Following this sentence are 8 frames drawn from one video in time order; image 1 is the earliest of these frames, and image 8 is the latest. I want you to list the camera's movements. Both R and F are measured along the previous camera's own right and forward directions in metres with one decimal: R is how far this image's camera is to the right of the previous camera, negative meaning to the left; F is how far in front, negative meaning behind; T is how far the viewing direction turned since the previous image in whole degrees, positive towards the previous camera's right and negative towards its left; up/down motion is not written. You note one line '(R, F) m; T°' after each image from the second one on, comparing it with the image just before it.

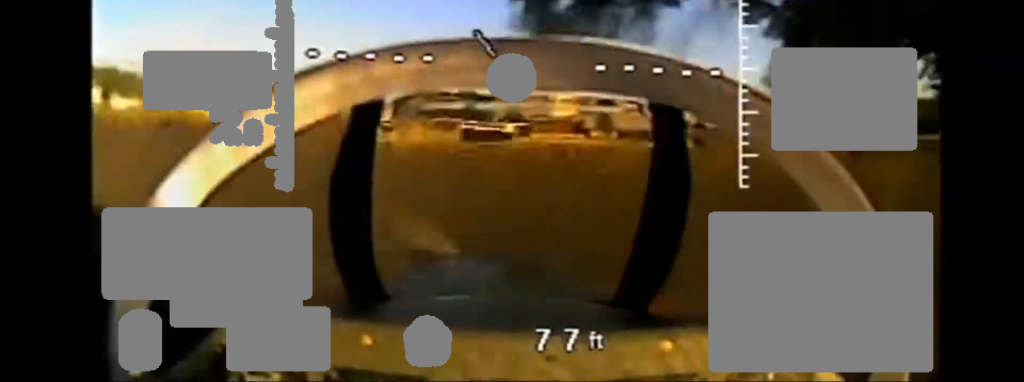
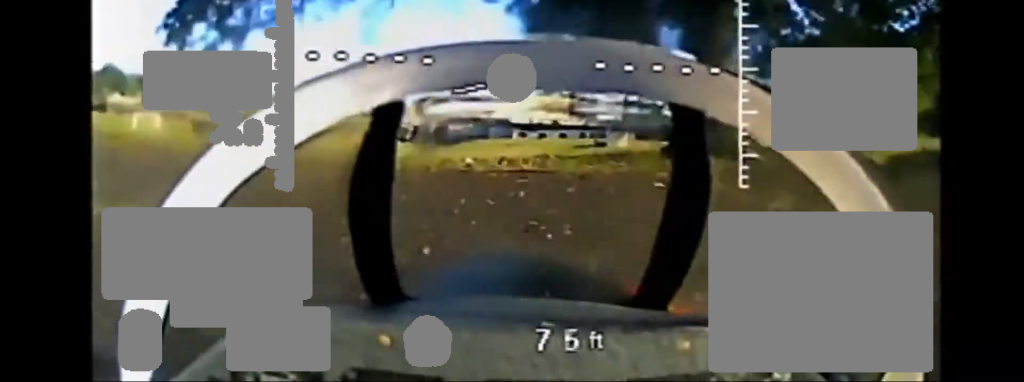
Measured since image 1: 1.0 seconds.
(0.0, +4.1) m; -10°
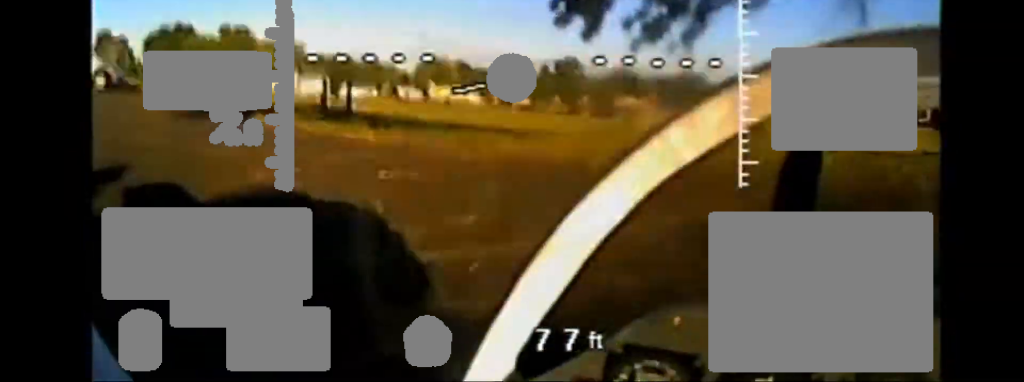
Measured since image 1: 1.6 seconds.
(-0.2, +1.7) m; -17°
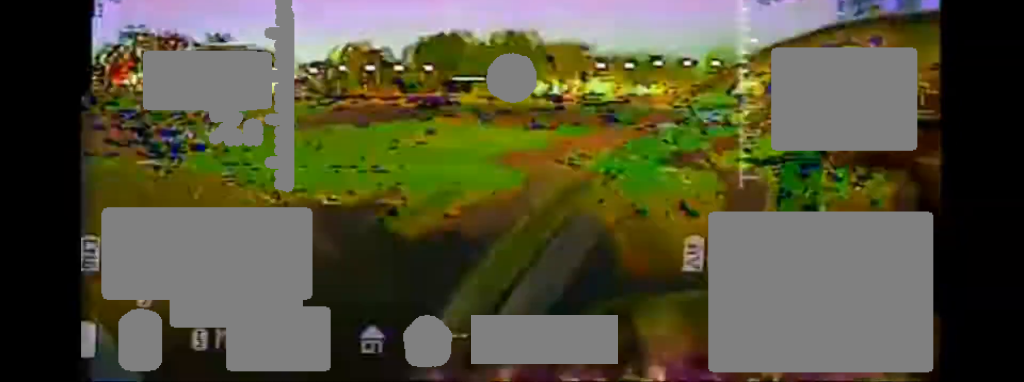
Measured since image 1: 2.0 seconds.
(-0.2, +1.0) m; -15°
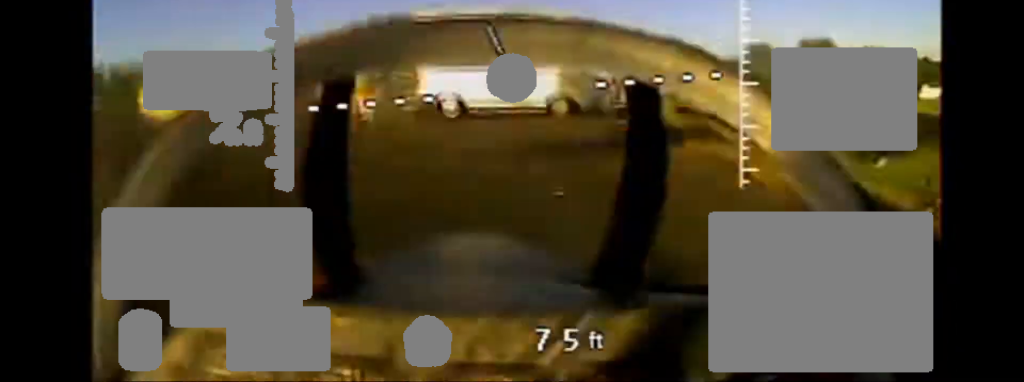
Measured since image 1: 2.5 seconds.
(-0.2, +1.1) m; -14°
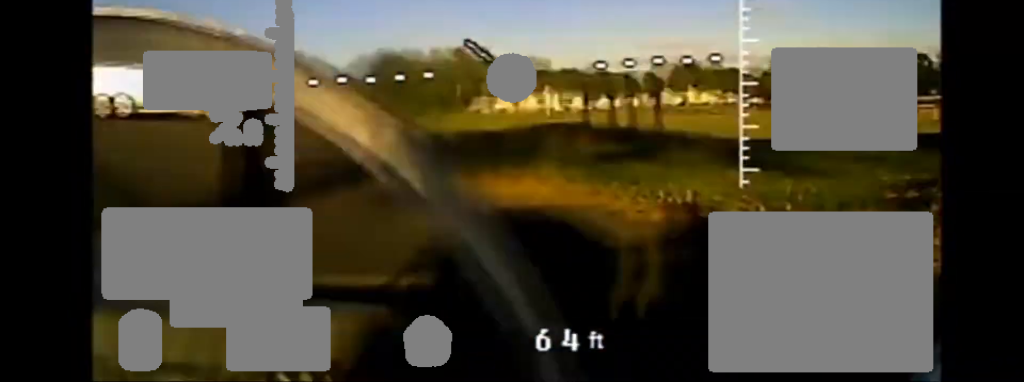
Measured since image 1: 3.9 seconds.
(-0.7, +2.7) m; -17°
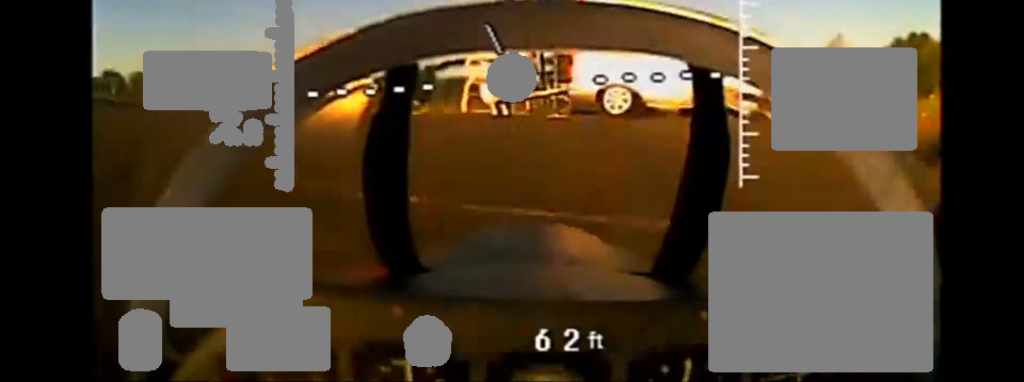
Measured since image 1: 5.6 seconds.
(-0.4, +3.2) m; -27°
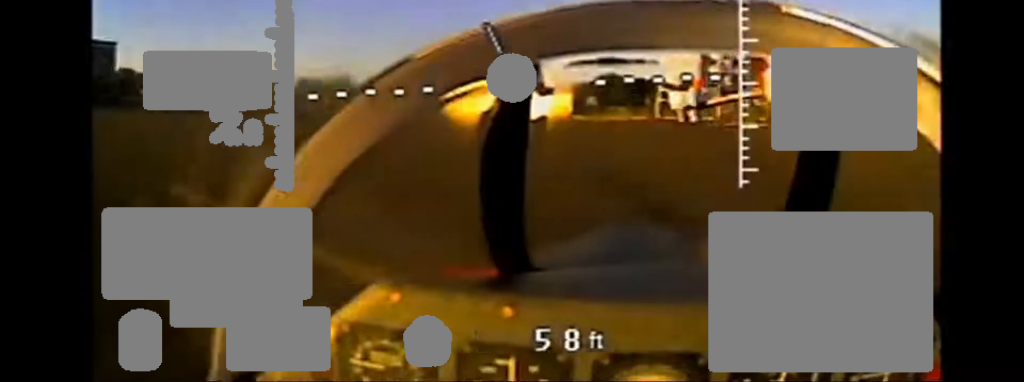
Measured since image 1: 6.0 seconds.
(-0.3, +1.1) m; -9°
